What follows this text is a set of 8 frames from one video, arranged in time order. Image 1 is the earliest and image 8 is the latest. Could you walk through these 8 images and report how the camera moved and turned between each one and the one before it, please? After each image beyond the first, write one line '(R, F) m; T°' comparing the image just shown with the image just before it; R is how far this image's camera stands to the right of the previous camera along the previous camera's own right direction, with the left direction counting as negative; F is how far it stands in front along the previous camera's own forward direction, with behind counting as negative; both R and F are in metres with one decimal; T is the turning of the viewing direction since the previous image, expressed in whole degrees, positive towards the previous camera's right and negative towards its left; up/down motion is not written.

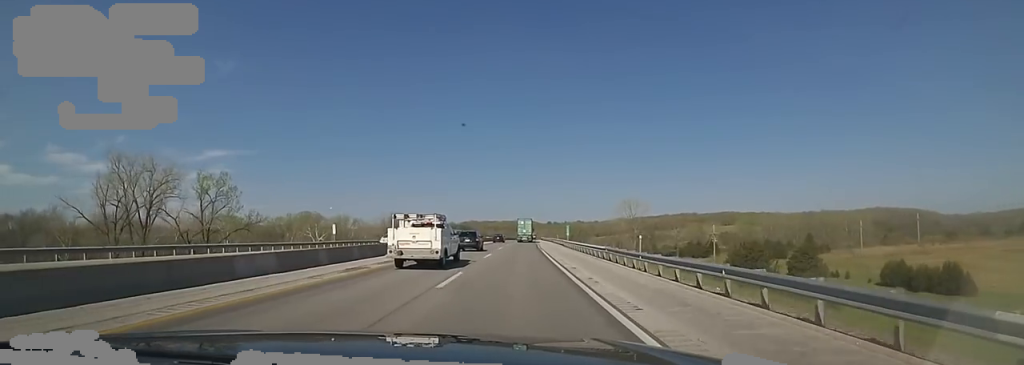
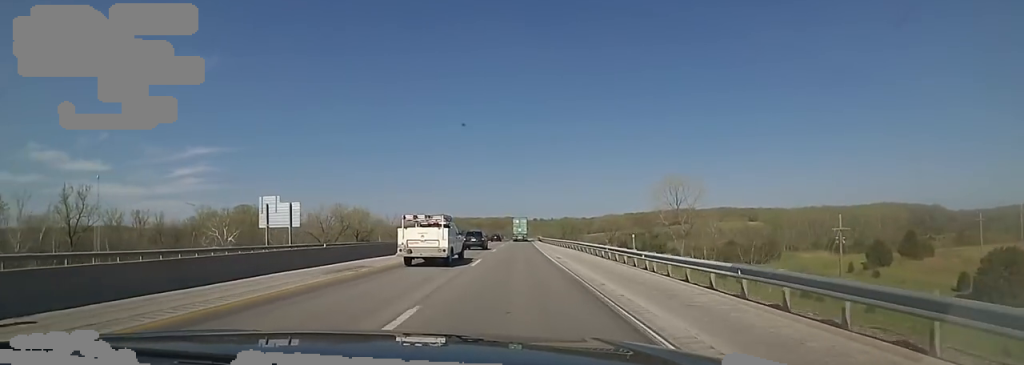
(+0.1, +54.3) m; 0°
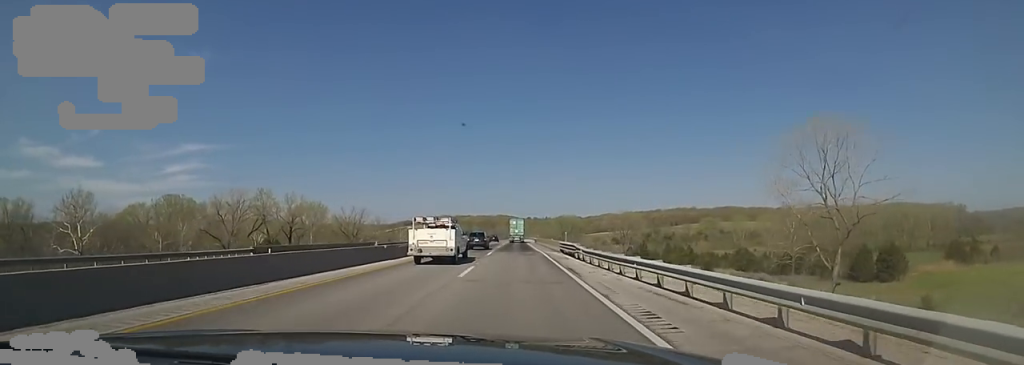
(-0.1, +50.8) m; 0°
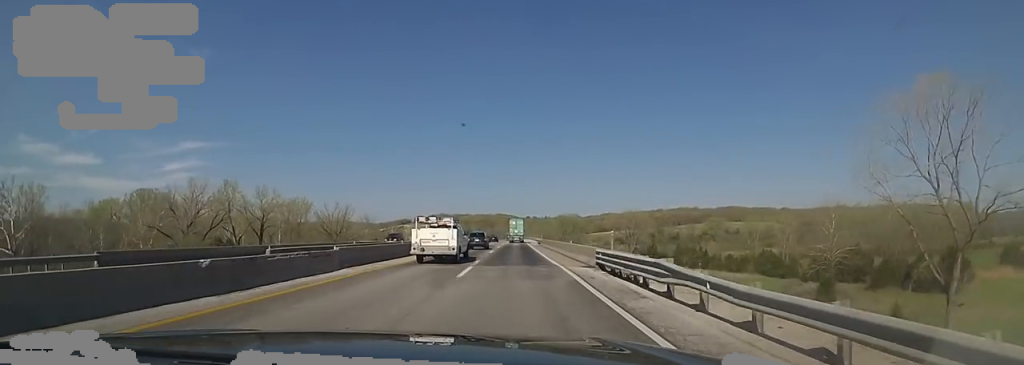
(0.0, +15.5) m; +1°
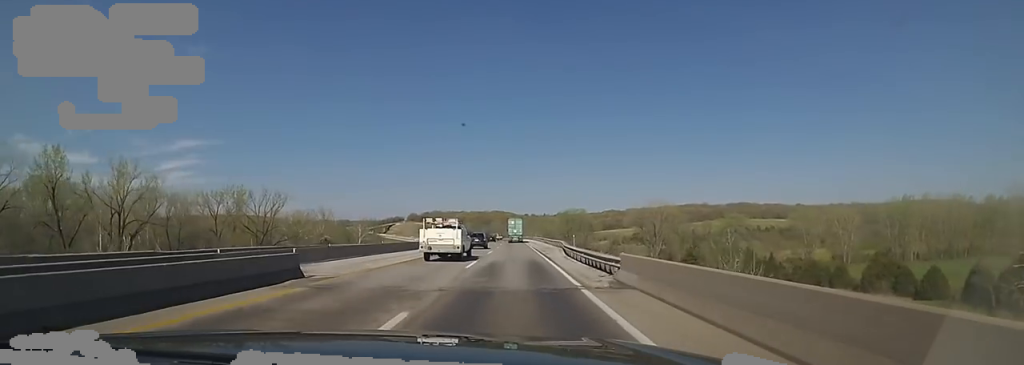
(+1.7, +46.3) m; +1°
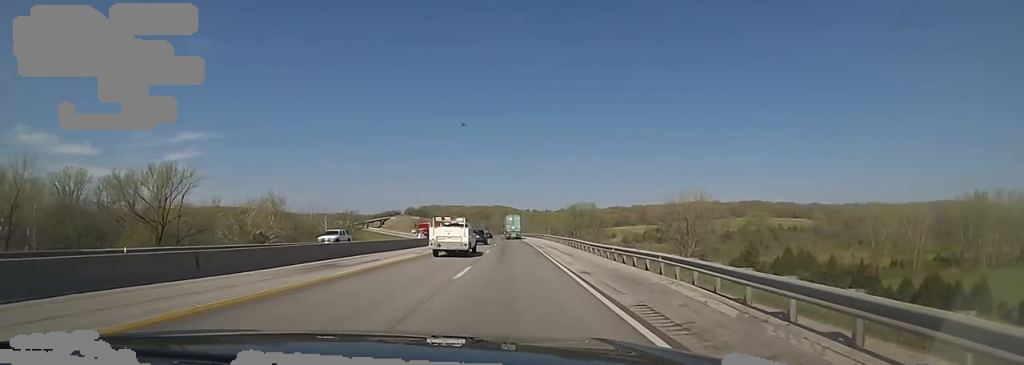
(-1.3, +34.7) m; 0°
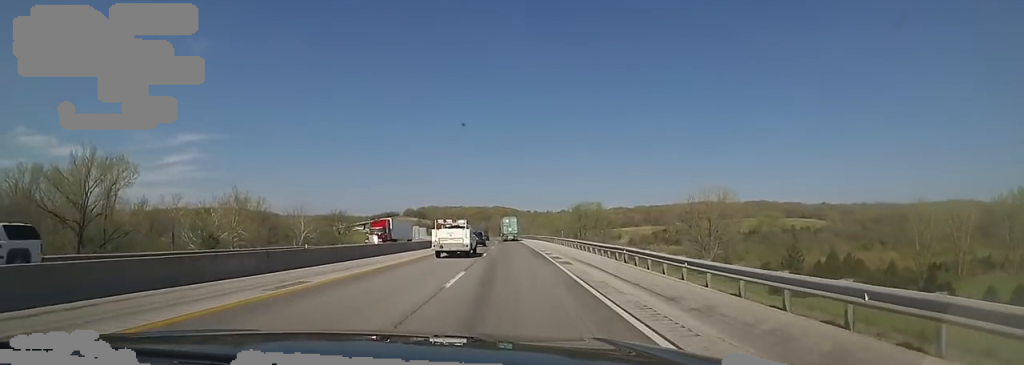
(+0.7, +16.8) m; 0°
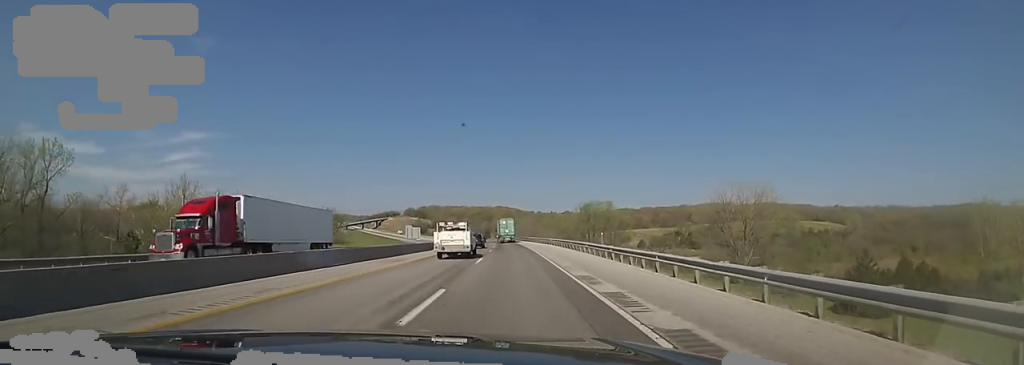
(+0.6, +18.7) m; 0°
